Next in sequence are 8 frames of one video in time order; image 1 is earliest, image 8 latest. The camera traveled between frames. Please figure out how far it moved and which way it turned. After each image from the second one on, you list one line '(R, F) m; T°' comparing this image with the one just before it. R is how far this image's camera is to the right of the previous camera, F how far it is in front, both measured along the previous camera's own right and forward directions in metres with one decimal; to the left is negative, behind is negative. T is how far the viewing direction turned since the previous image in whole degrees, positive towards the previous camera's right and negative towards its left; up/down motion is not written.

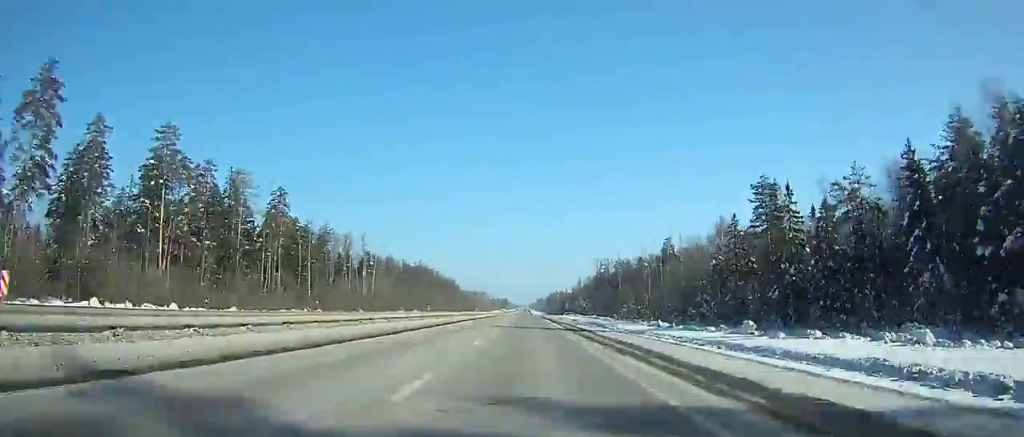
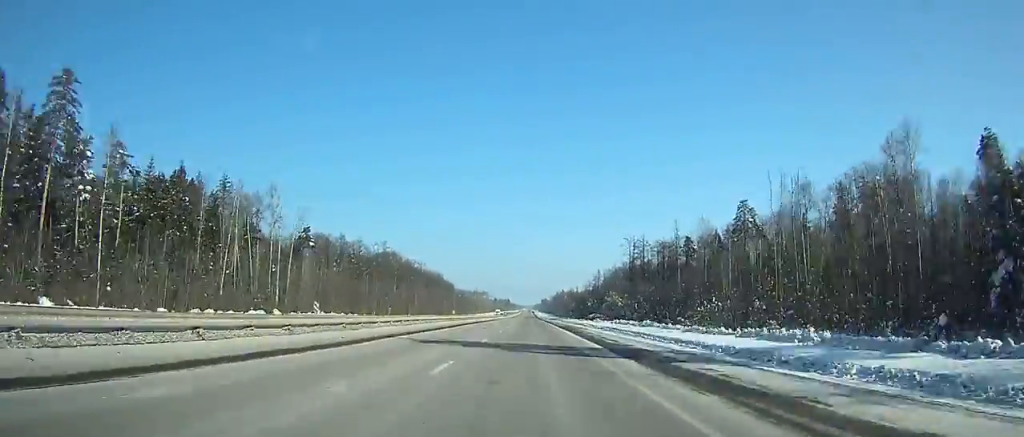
(-0.1, +69.1) m; 0°
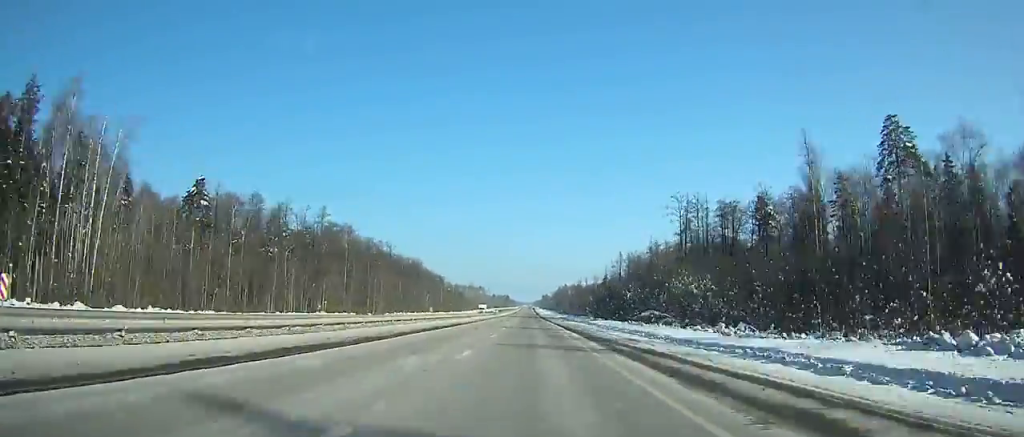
(-0.1, +57.2) m; 0°
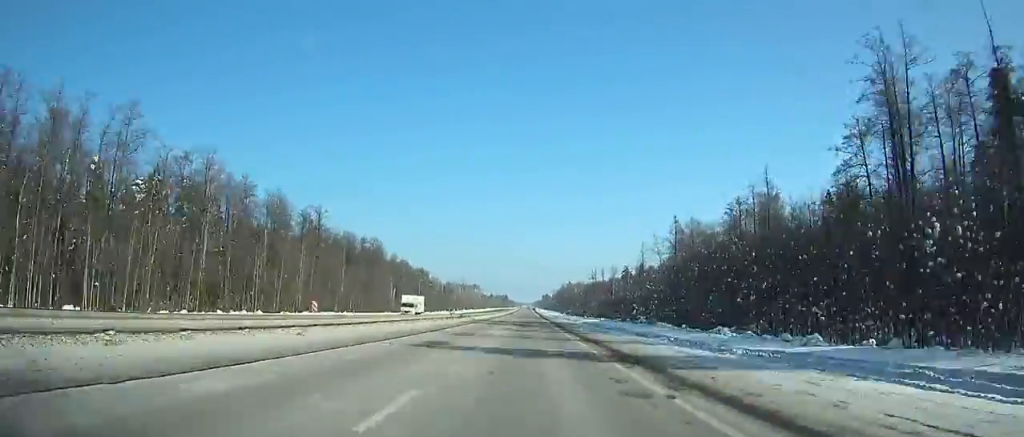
(0.0, +71.2) m; 0°
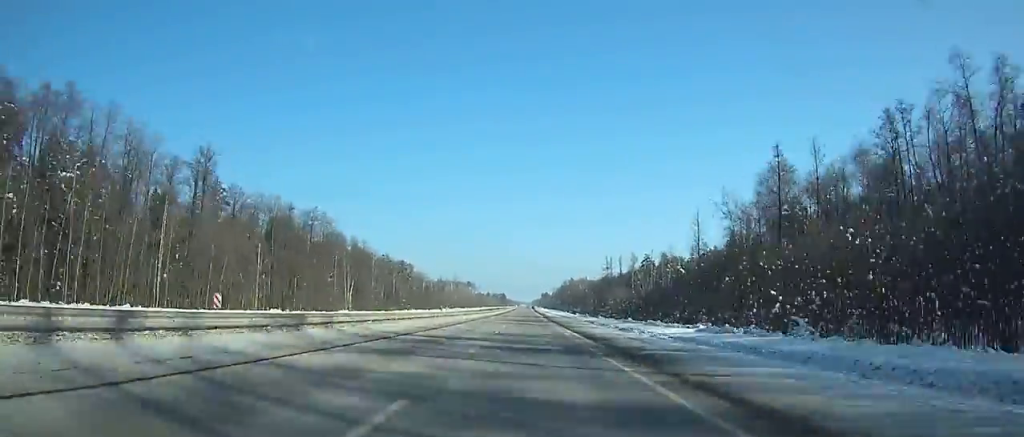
(0.0, +48.4) m; 0°
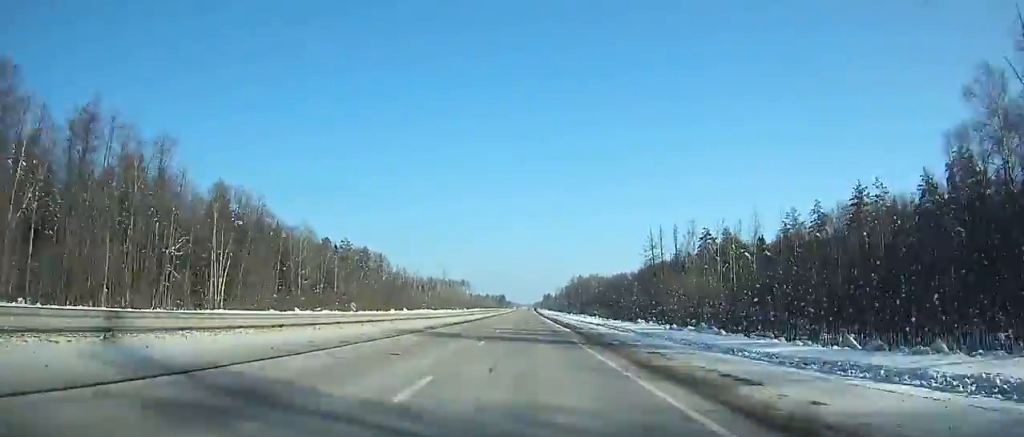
(-0.1, +71.3) m; 0°
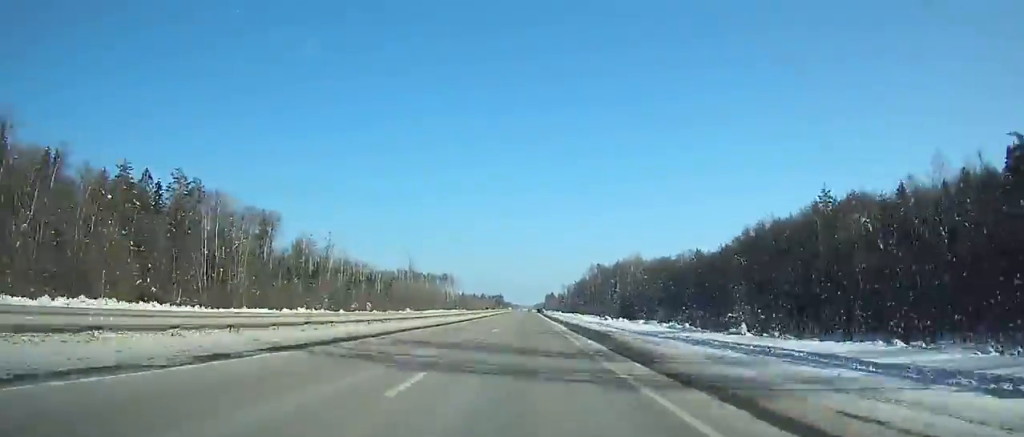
(0.0, +119.5) m; 0°
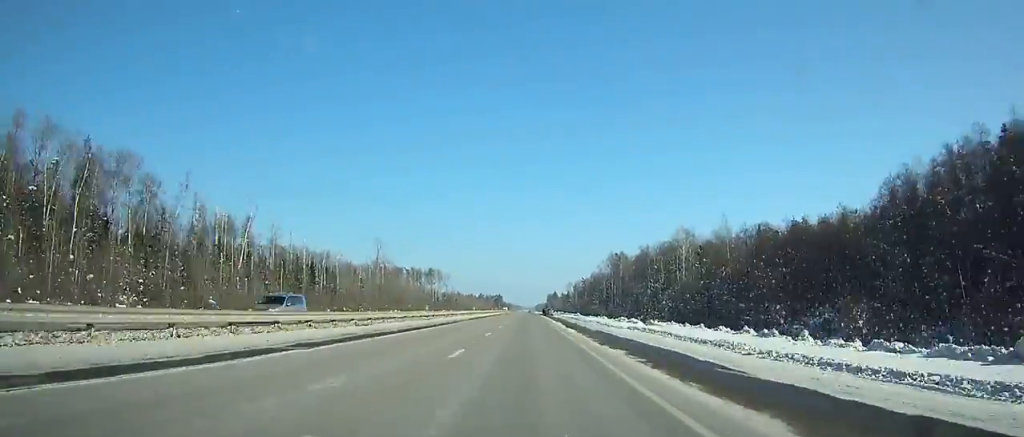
(0.0, +65.0) m; 0°
